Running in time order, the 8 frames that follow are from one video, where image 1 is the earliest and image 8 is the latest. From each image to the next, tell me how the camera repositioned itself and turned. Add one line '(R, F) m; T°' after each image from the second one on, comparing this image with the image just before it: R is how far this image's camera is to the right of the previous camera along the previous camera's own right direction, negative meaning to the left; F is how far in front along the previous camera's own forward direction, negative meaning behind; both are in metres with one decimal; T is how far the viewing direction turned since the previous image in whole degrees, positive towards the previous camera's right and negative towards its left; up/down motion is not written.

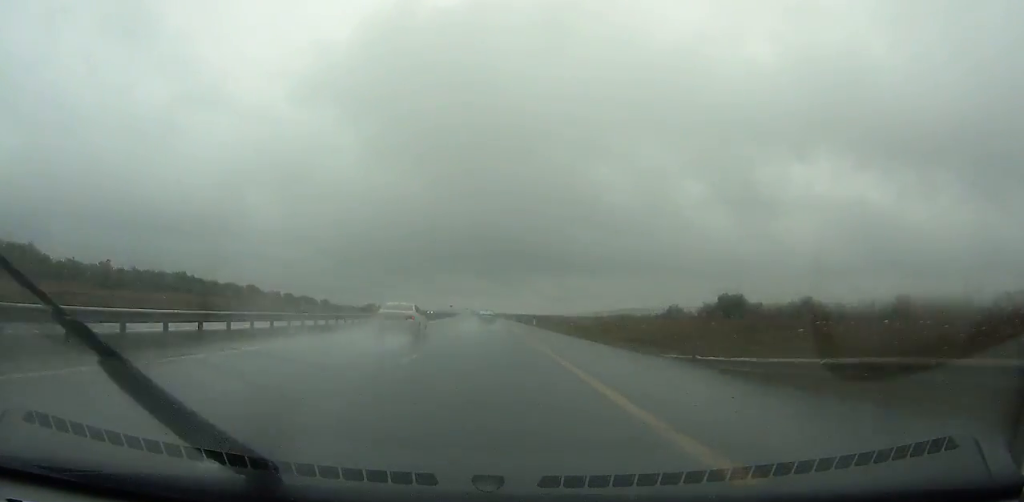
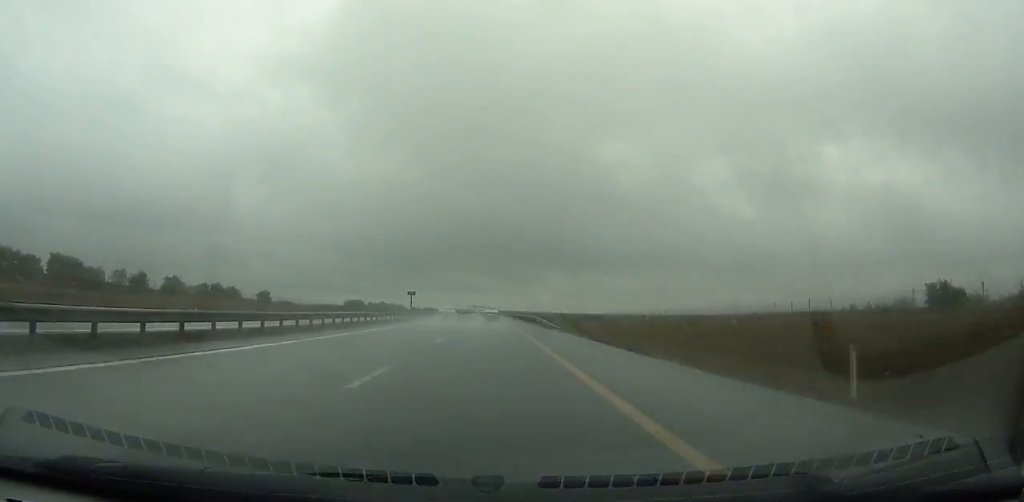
(-0.9, +100.7) m; -1°
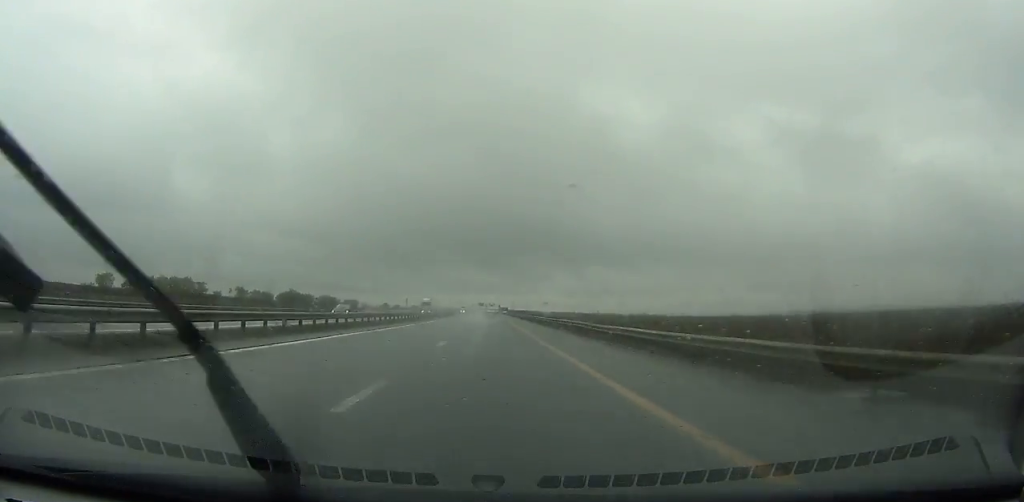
(-4.9, +220.2) m; -2°
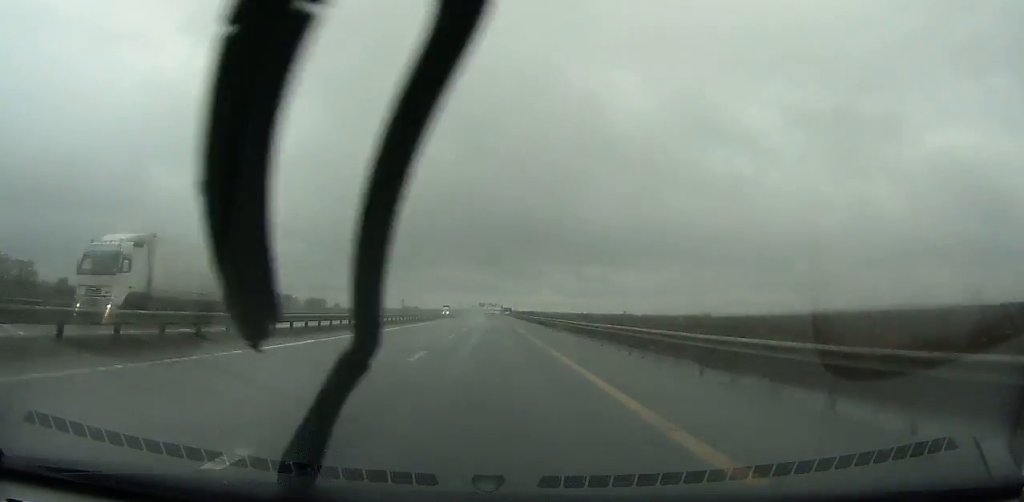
(0.0, +64.6) m; 0°
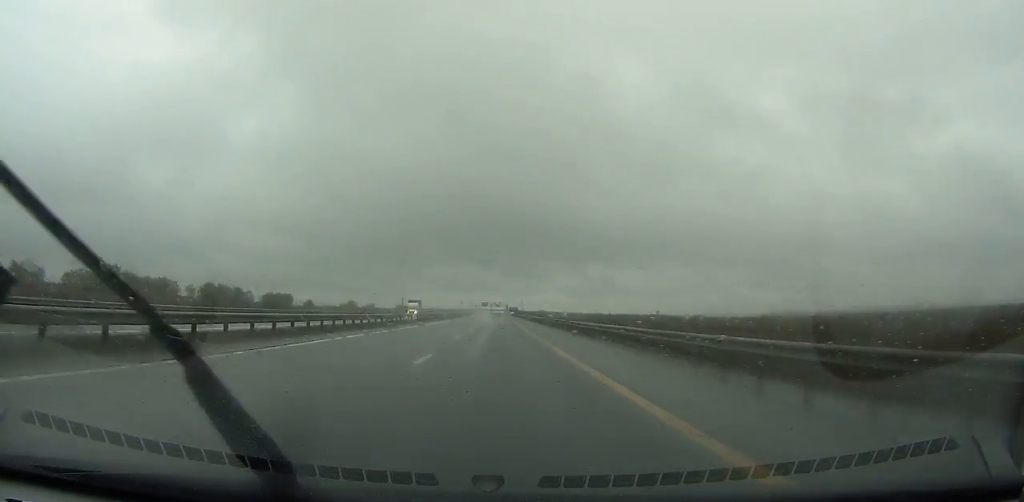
(-0.1, +48.3) m; 0°
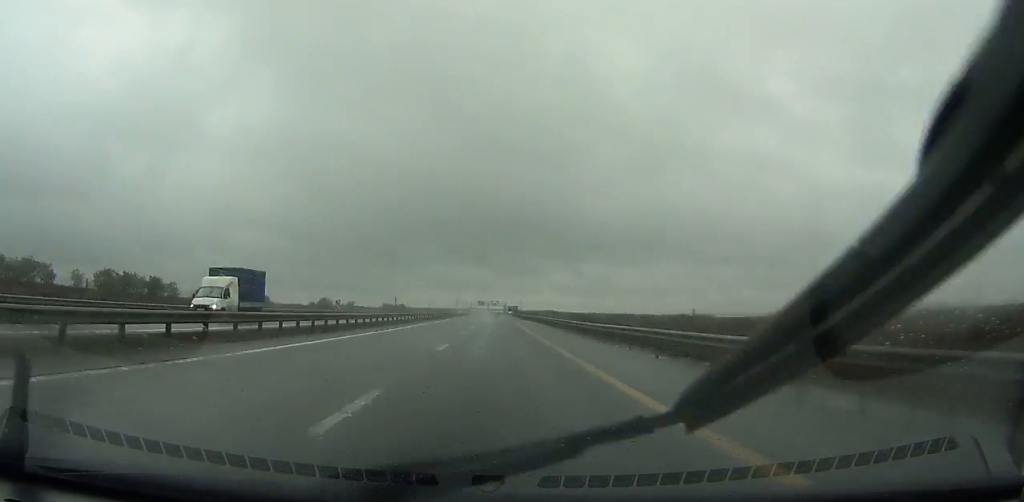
(+0.1, +42.7) m; 0°
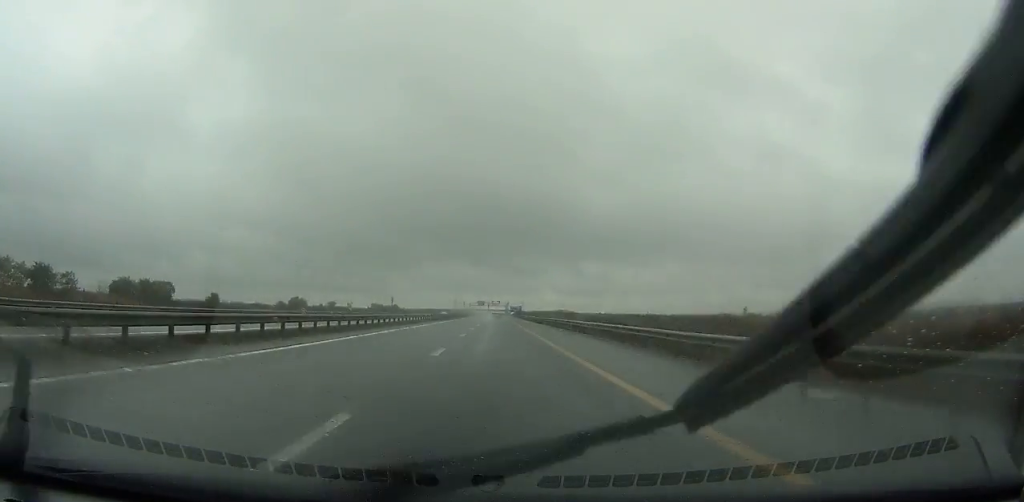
(0.0, +37.3) m; 0°
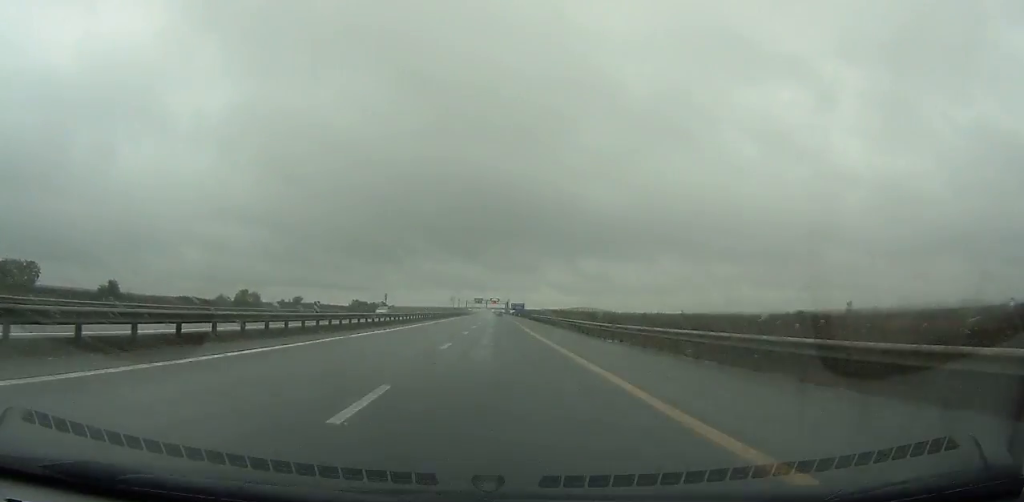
(+0.1, +44.7) m; 0°
